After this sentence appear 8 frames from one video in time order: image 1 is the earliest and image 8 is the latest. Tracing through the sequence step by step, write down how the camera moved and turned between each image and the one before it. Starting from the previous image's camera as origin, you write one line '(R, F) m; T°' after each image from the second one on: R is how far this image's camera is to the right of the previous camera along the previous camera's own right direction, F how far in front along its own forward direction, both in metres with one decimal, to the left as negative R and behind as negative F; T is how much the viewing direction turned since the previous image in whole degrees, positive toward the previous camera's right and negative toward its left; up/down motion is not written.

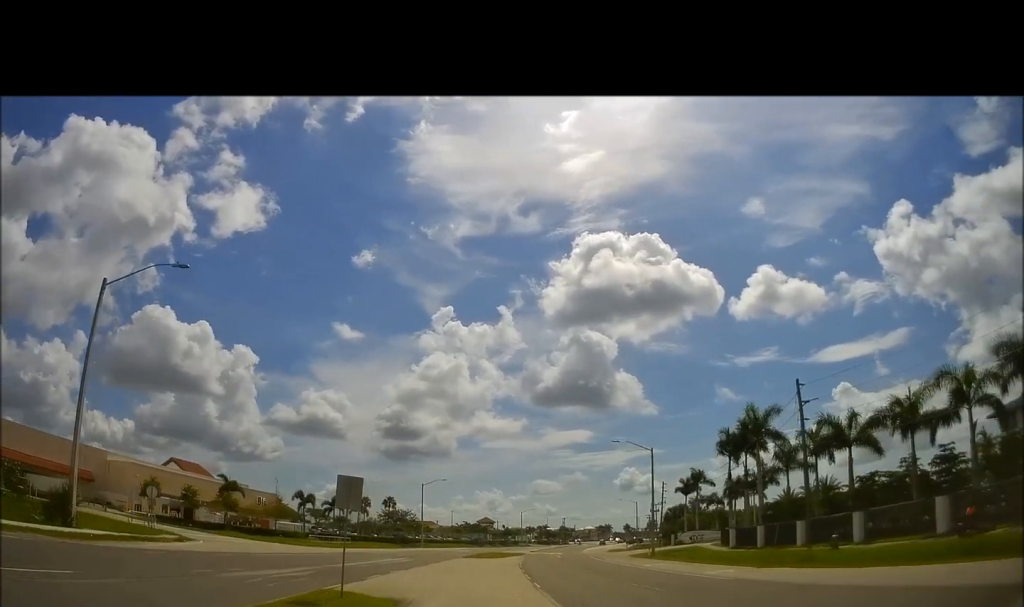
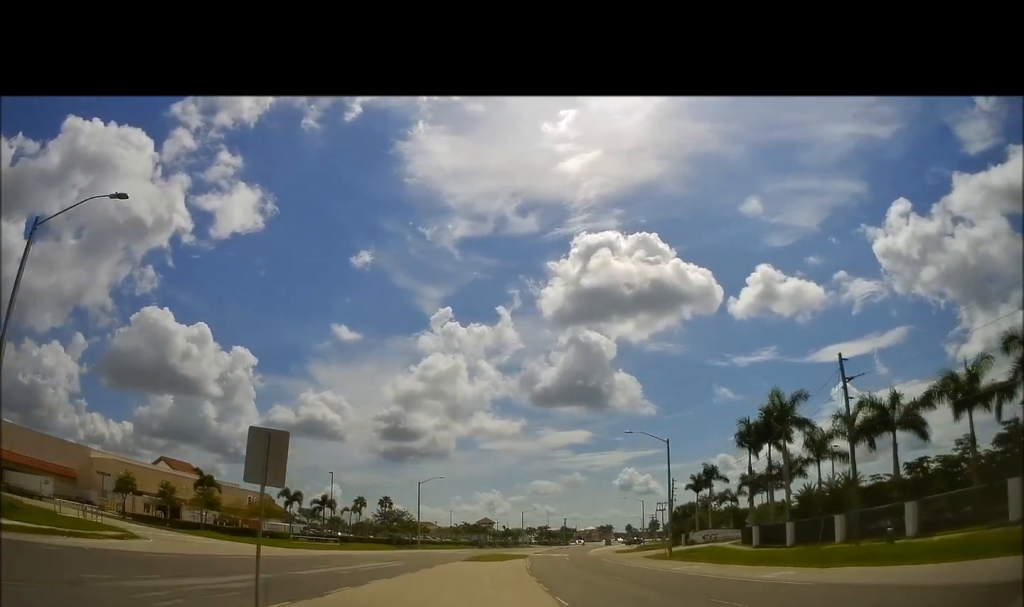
(+0.3, +5.8) m; +2°
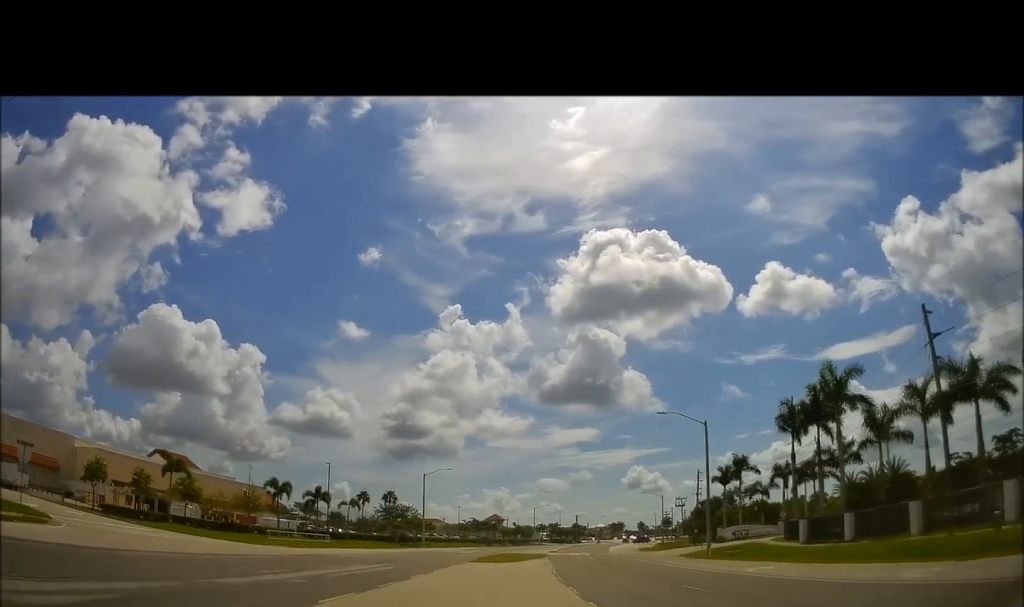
(+0.2, +8.3) m; +1°
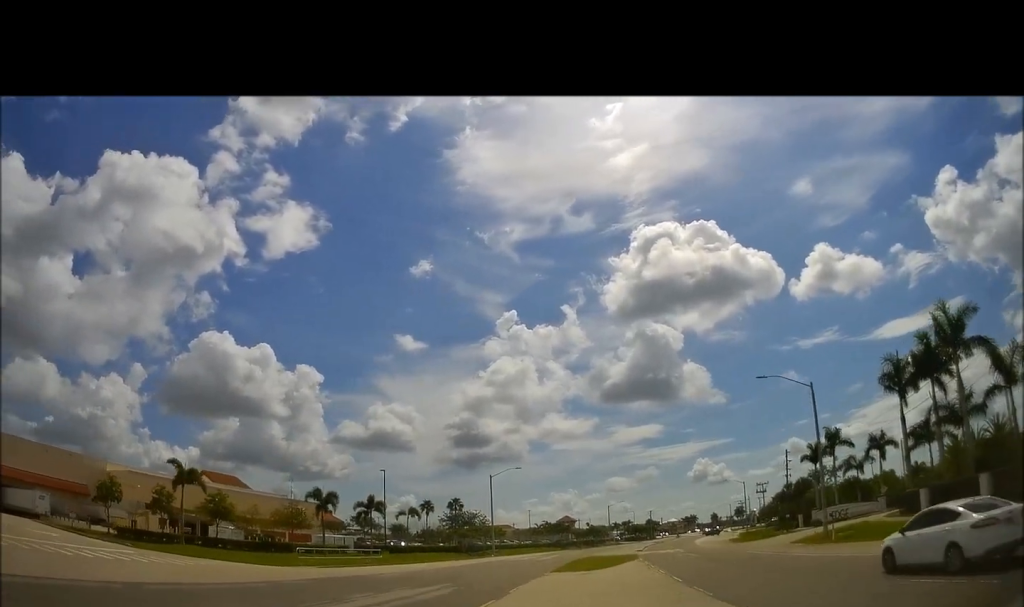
(+0.1, +9.2) m; -4°
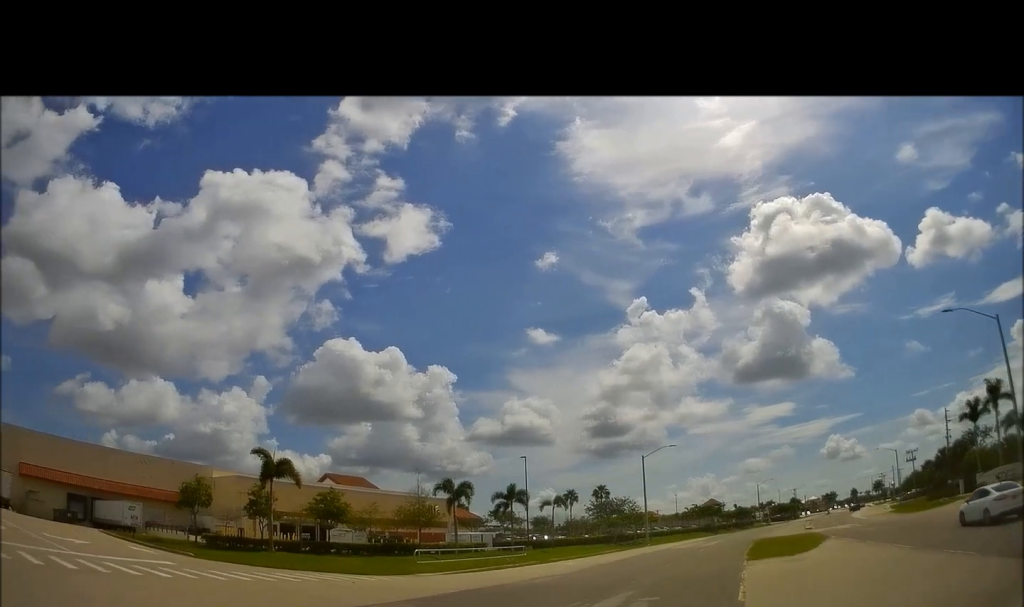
(-0.6, +8.8) m; -13°
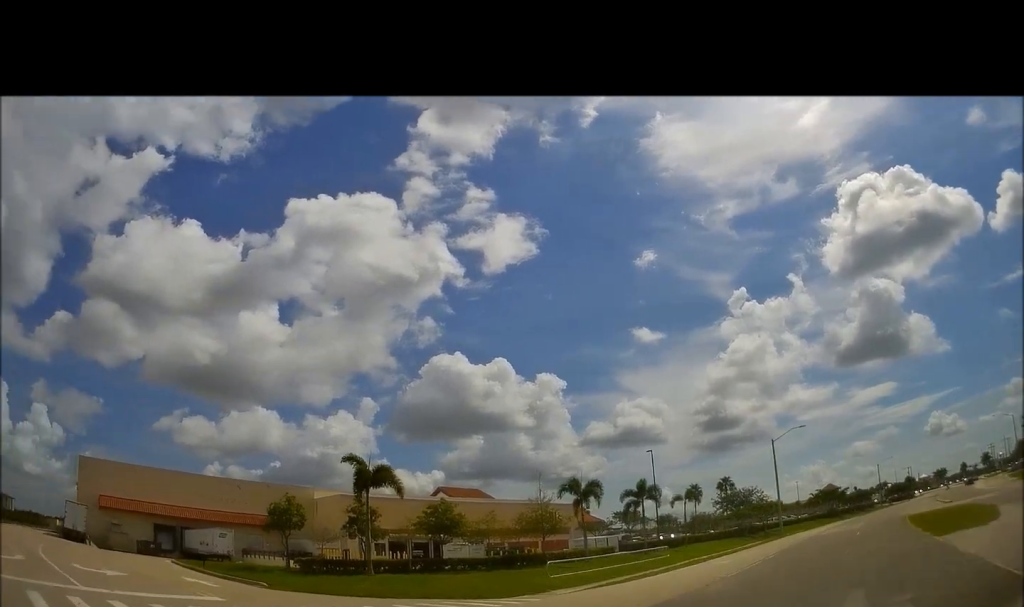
(-0.9, +5.4) m; -11°
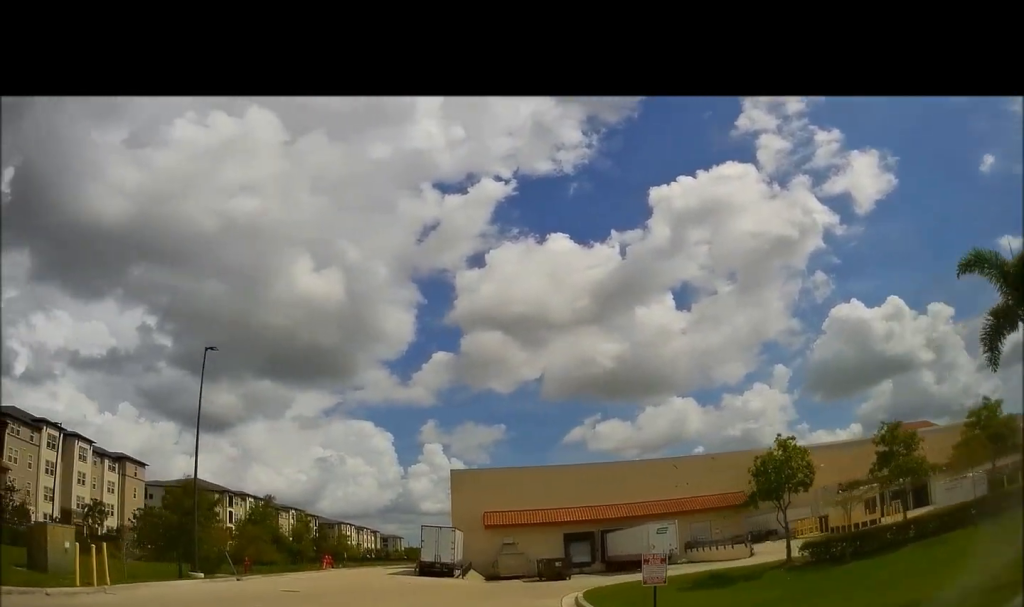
(-7.6, +14.3) m; -51°
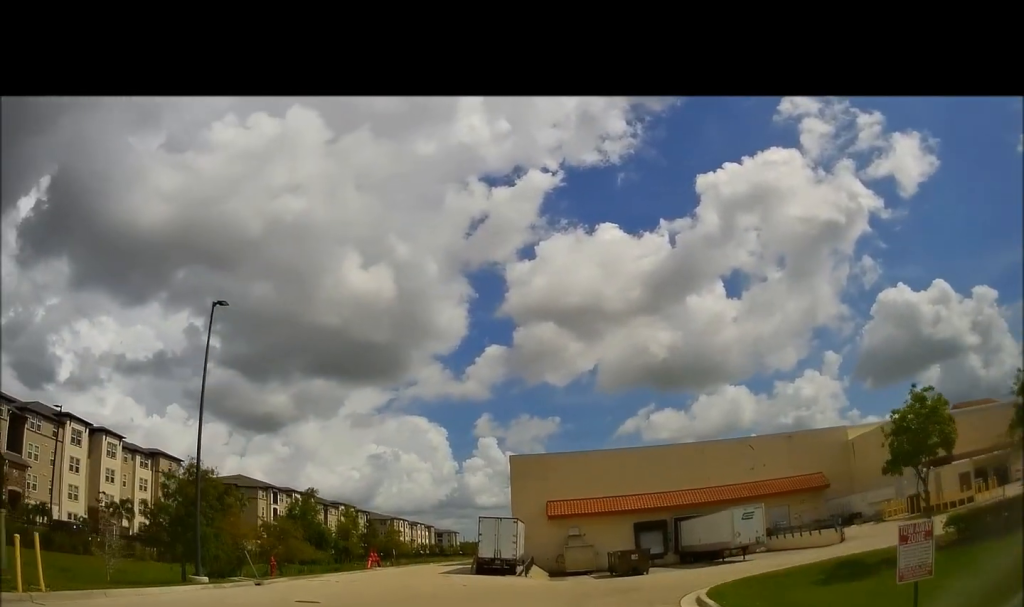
(+0.1, +5.4) m; -3°
